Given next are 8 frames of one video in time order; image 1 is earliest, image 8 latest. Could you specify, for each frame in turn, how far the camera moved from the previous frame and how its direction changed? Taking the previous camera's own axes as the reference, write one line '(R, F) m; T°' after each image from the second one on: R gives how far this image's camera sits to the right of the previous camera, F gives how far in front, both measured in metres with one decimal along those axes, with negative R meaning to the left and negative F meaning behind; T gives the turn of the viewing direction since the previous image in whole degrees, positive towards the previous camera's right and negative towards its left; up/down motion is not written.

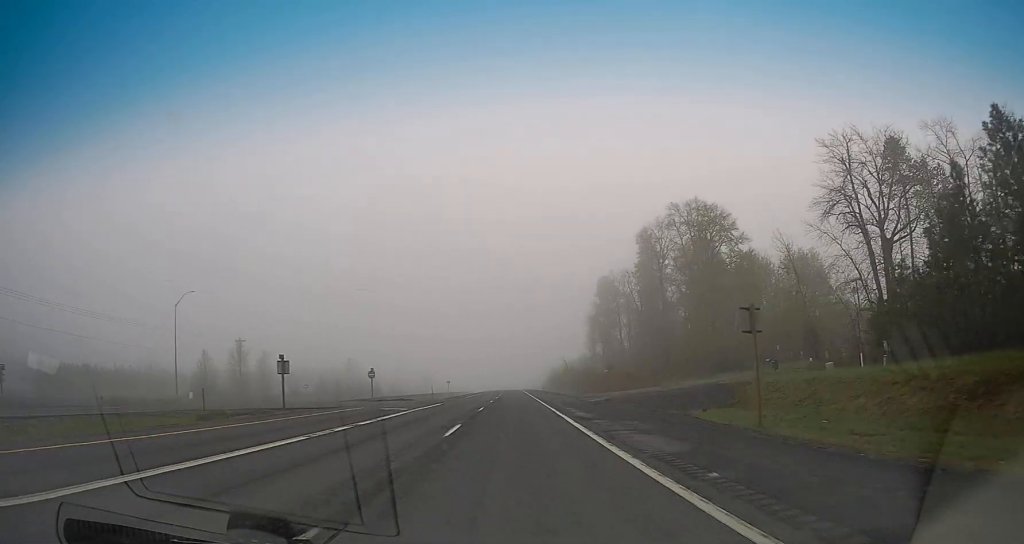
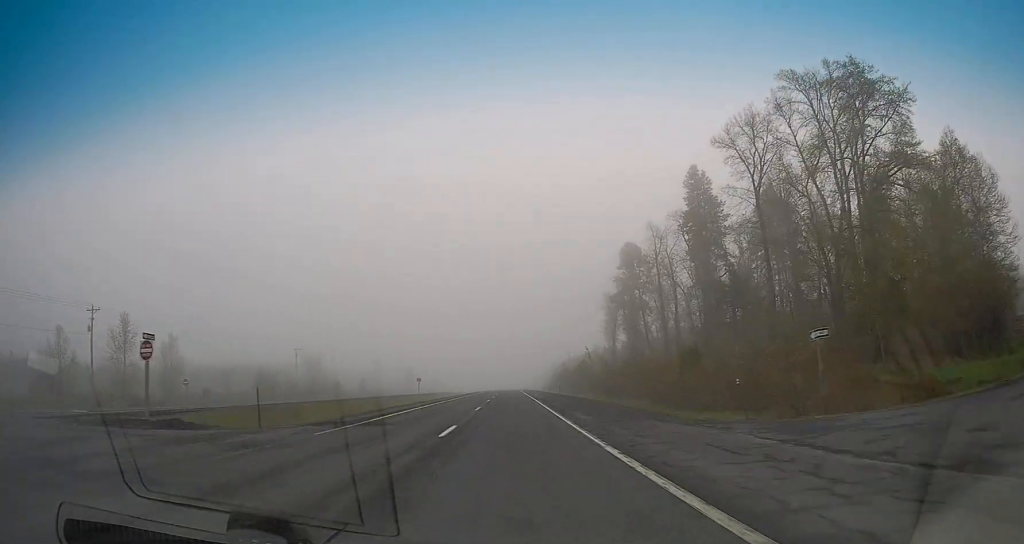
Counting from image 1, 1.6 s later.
(-0.1, +46.9) m; 0°
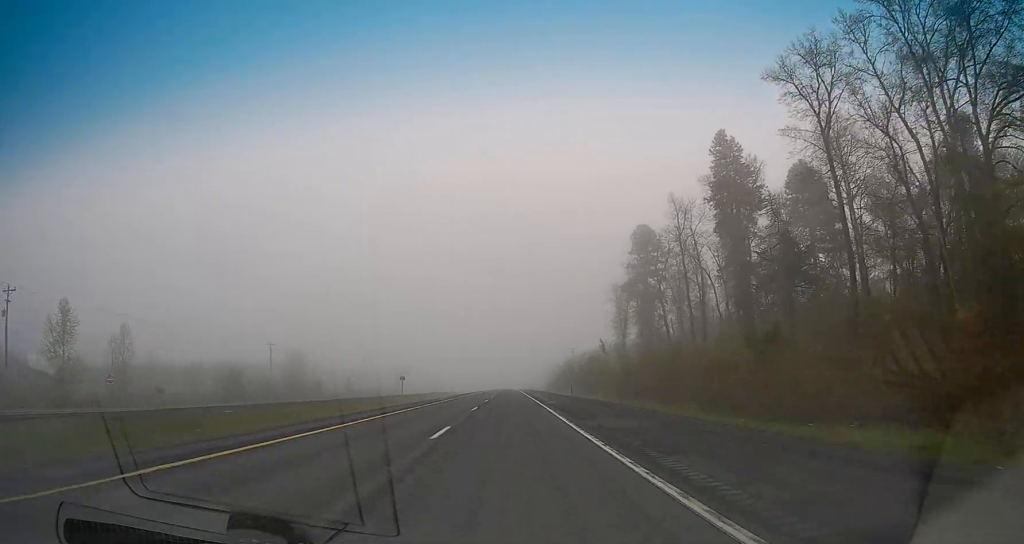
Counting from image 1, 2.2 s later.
(0.0, +16.6) m; 0°
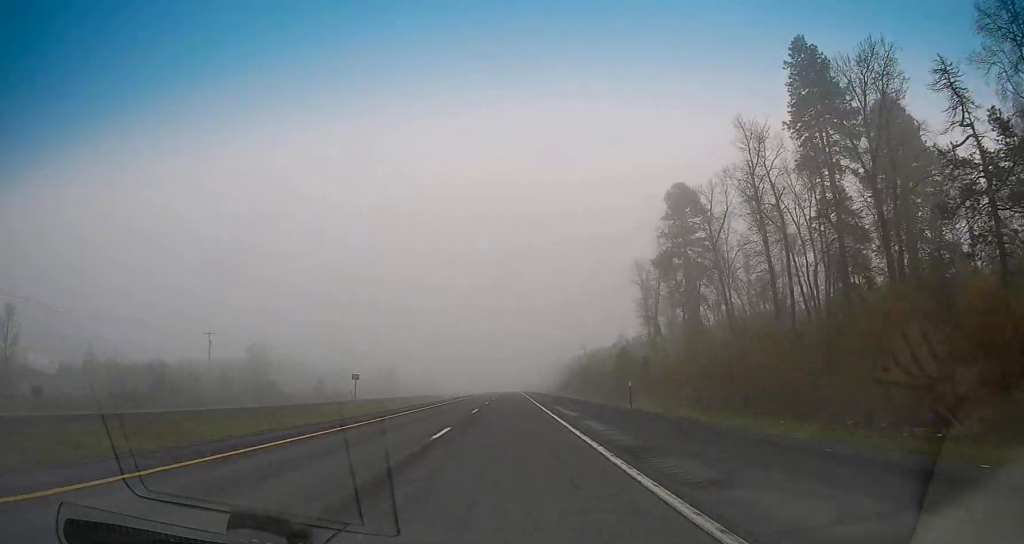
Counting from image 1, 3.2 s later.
(0.0, +30.3) m; +1°
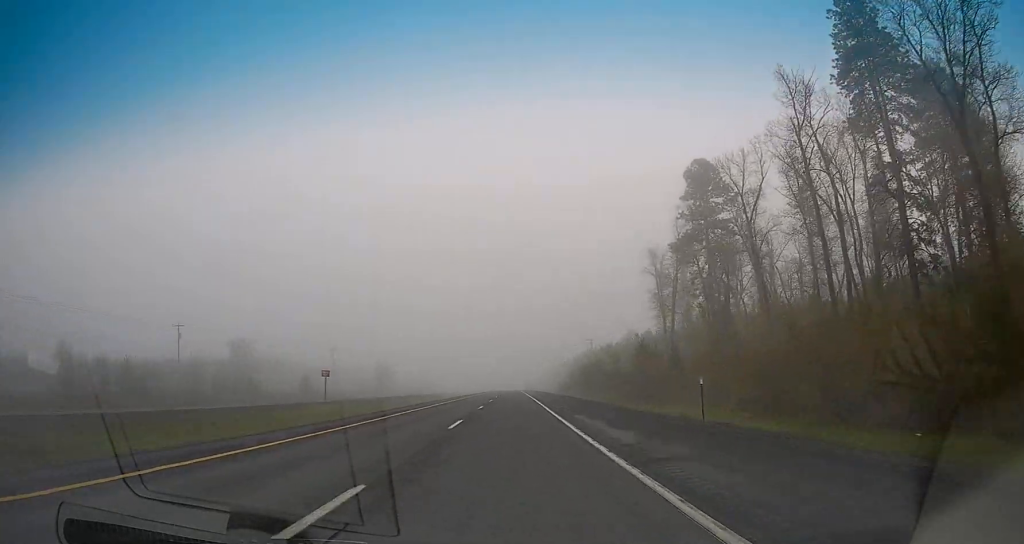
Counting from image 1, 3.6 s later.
(+0.2, +11.8) m; 0°
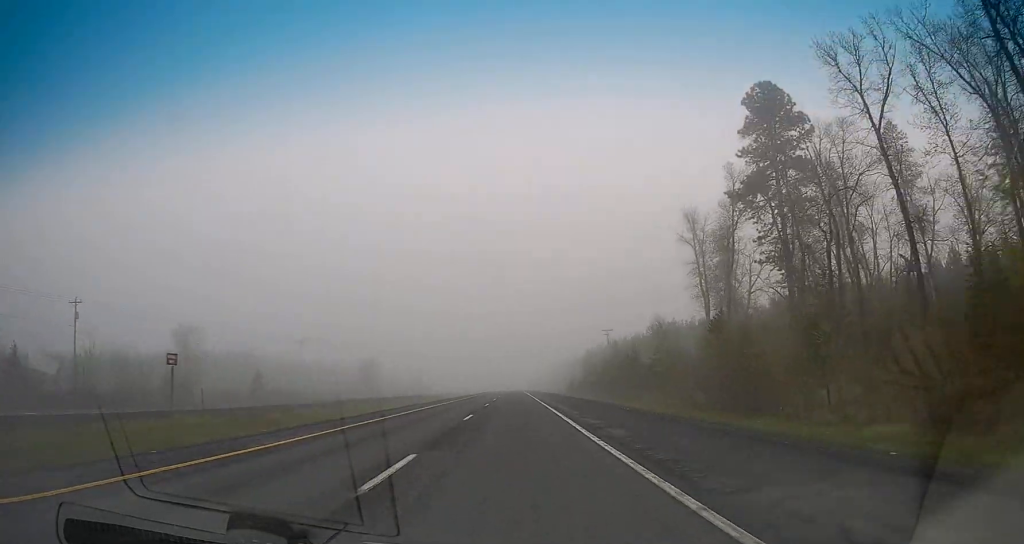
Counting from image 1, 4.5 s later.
(-0.2, +27.4) m; -1°
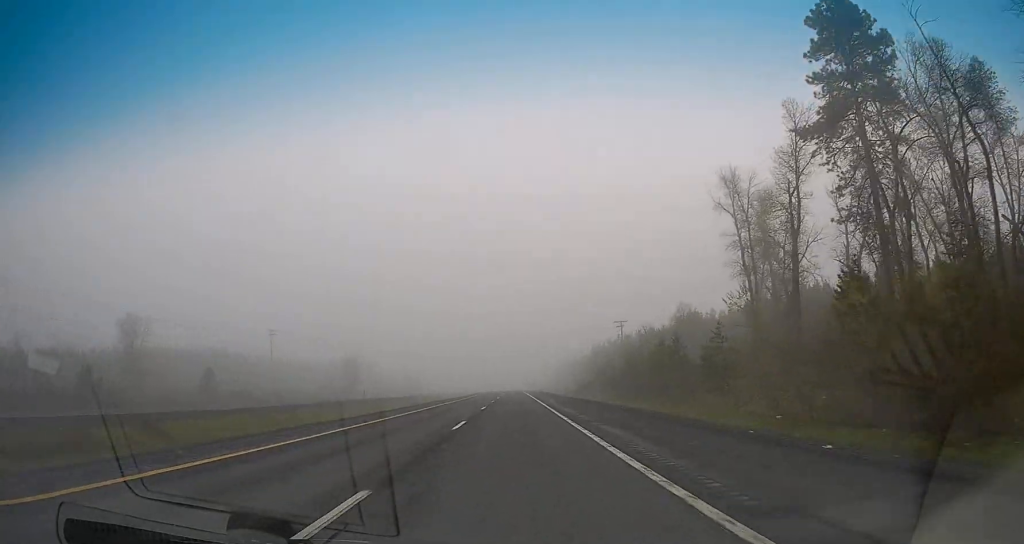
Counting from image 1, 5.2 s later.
(-0.1, +19.6) m; 0°
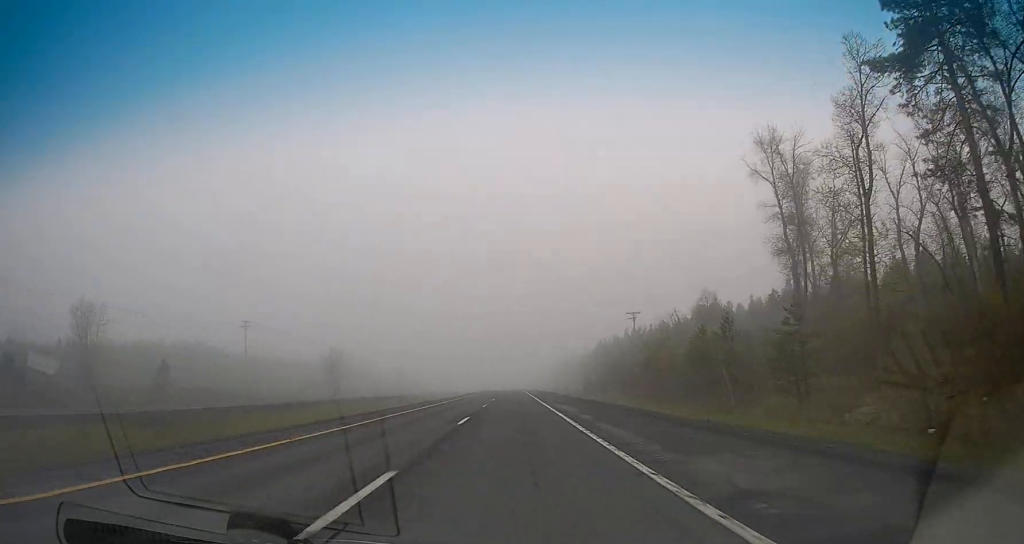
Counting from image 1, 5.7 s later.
(0.0, +13.7) m; 0°
